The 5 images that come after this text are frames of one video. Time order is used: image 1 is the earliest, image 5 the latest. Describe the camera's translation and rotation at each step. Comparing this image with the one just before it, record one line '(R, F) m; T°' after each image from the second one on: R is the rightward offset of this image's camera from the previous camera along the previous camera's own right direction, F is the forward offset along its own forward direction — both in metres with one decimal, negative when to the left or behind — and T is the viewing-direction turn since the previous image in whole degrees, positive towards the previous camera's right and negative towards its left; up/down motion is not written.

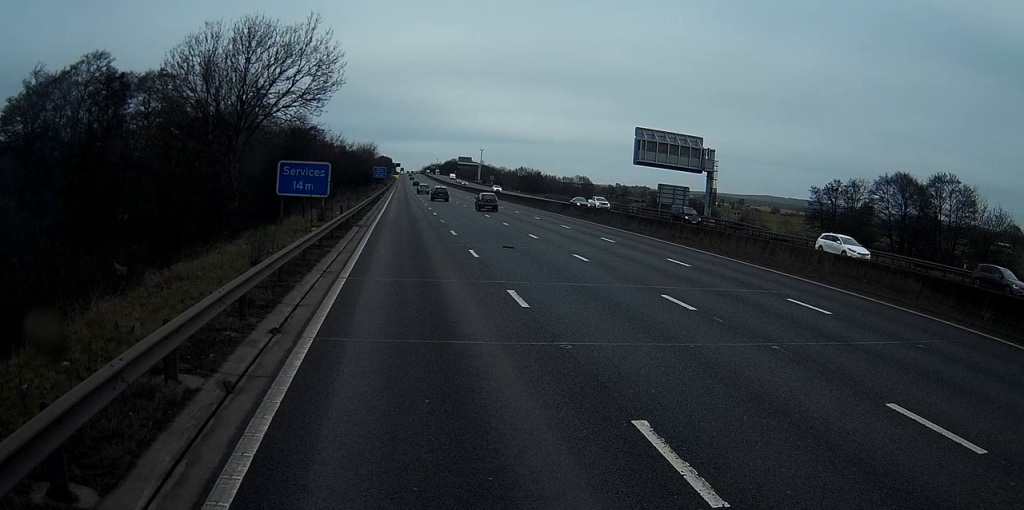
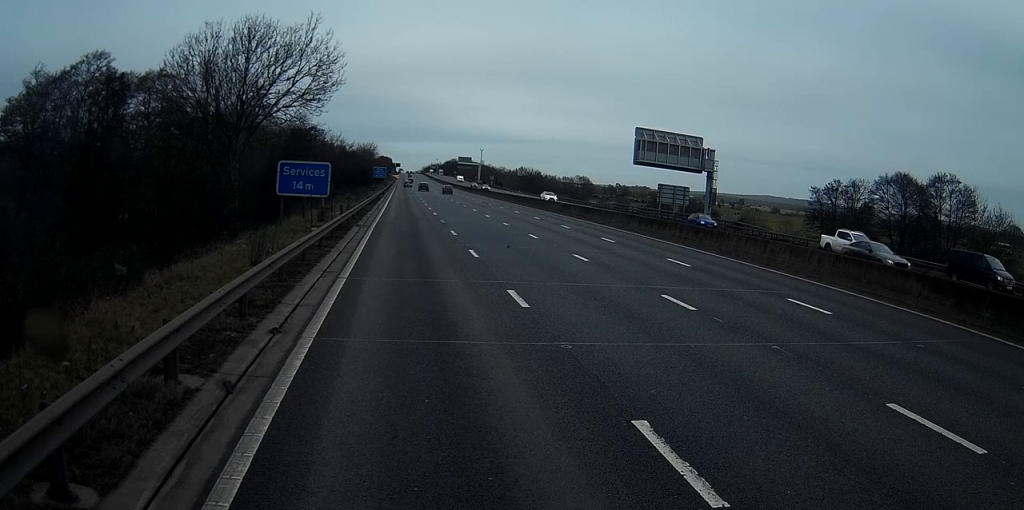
(0.0, 0.0) m; 0°
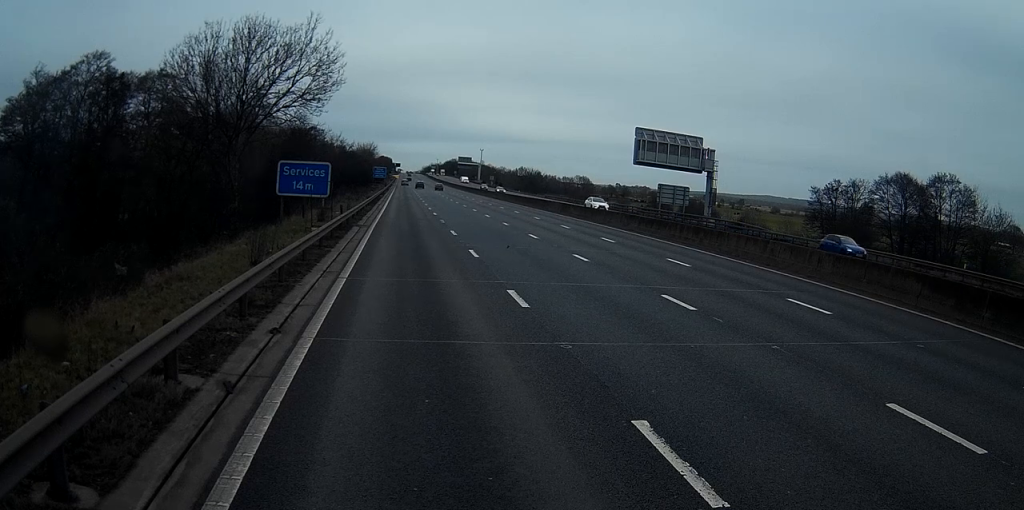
(0.0, 0.0) m; 0°
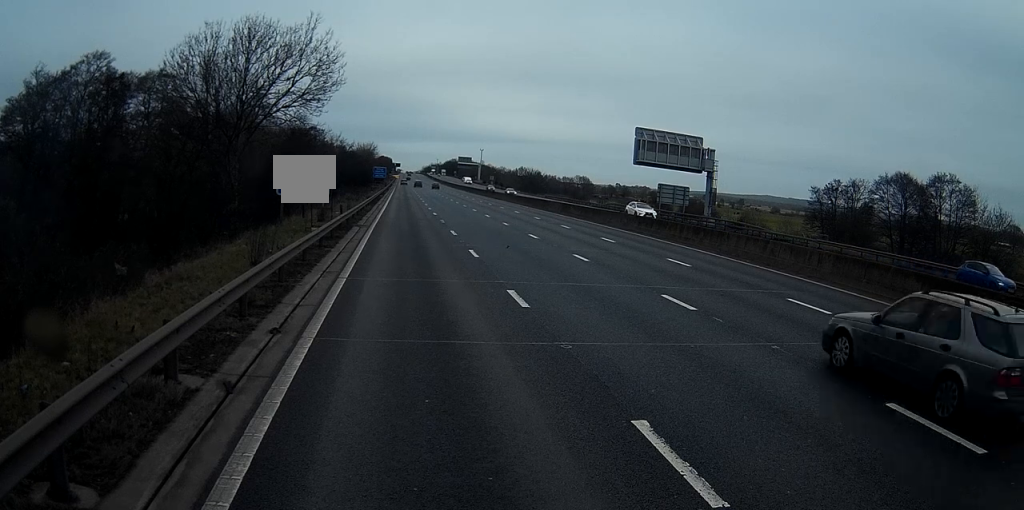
(0.0, 0.0) m; 0°
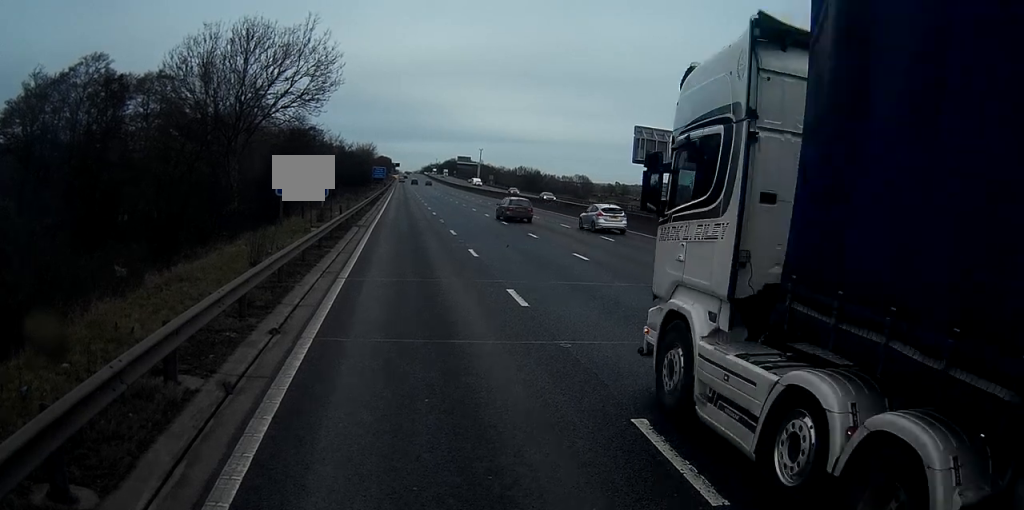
(0.0, 0.0) m; 0°
